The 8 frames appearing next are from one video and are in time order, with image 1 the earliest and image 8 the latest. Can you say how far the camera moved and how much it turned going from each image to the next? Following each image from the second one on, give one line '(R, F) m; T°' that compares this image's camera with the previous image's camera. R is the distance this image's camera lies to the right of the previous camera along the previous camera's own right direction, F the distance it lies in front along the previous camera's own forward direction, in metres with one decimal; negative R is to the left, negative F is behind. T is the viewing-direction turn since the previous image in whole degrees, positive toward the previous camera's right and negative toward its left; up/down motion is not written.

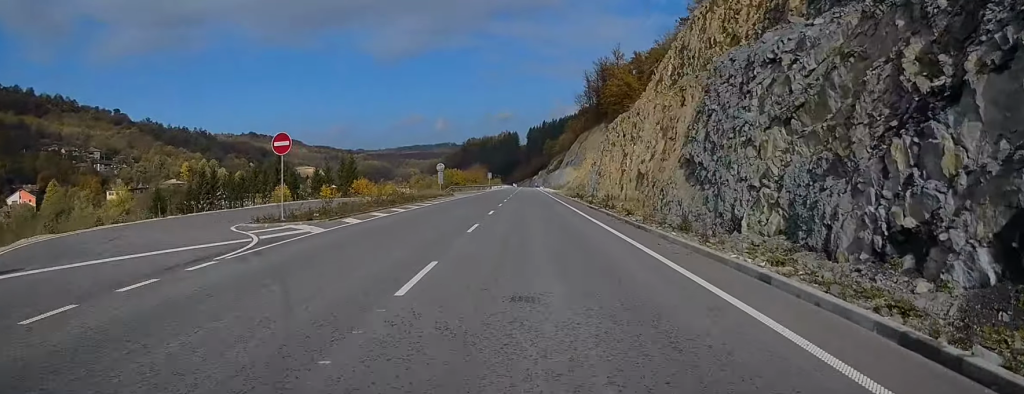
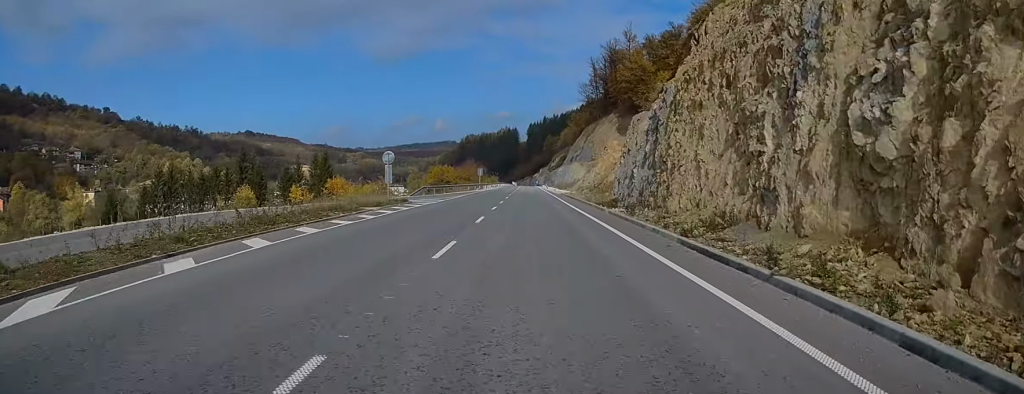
(+0.2, +23.2) m; 0°
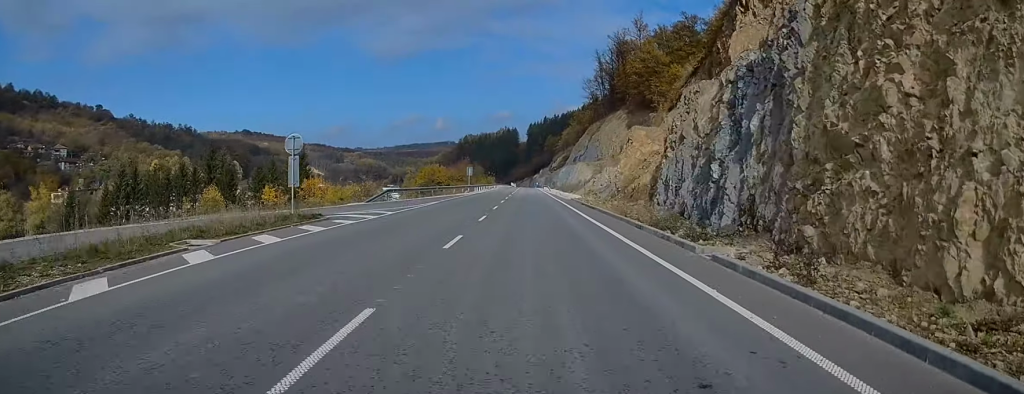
(-0.1, +15.9) m; 0°
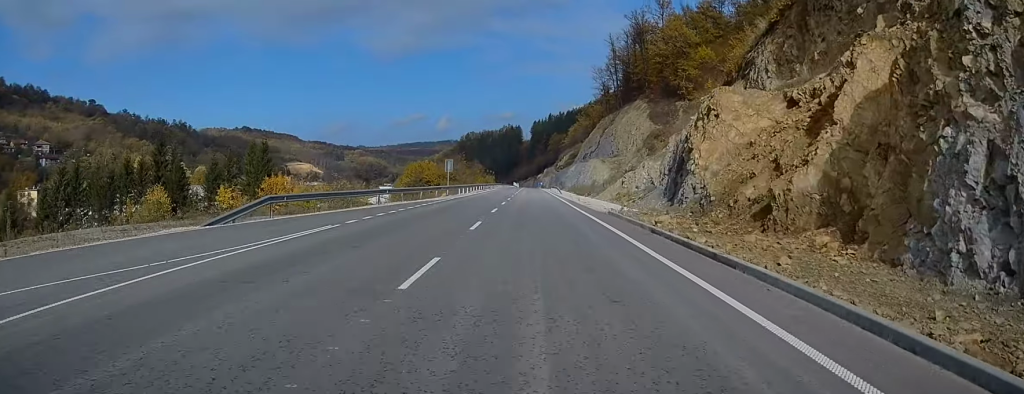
(-0.1, +23.0) m; 0°
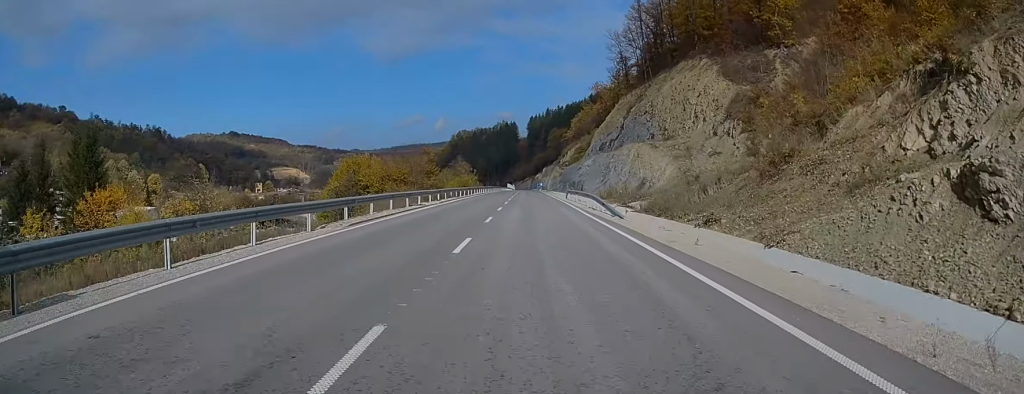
(+0.1, +48.8) m; +1°
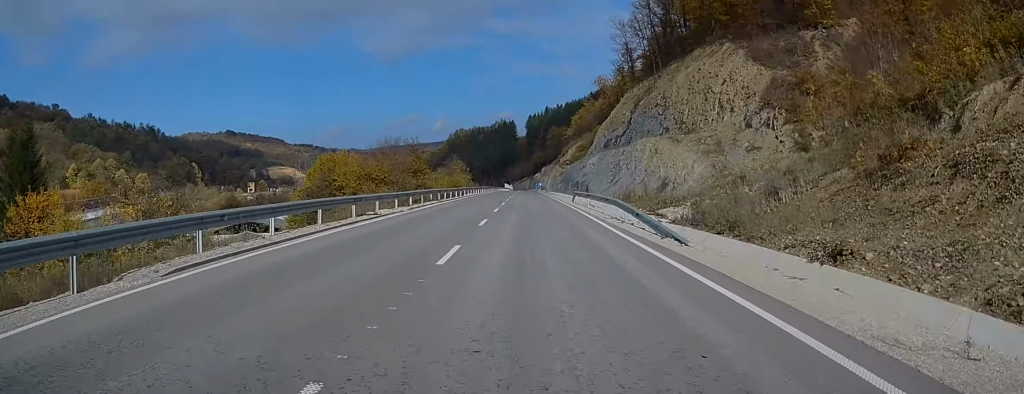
(+0.1, +11.1) m; 0°
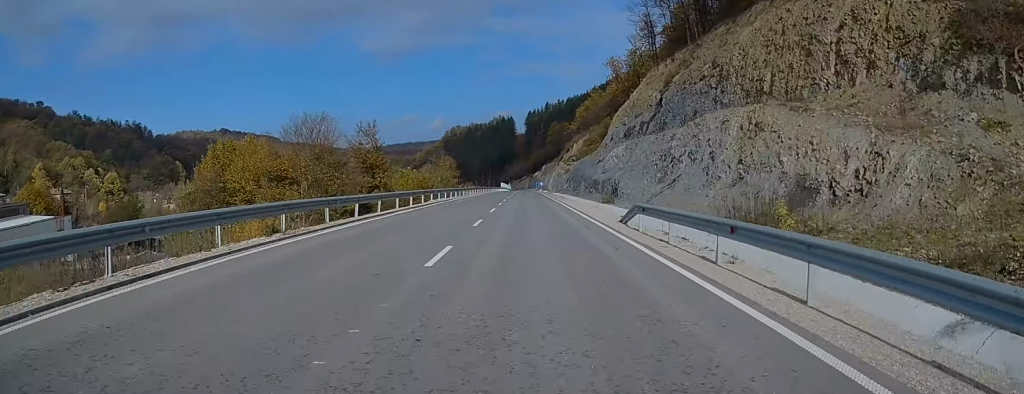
(0.0, +26.9) m; 0°
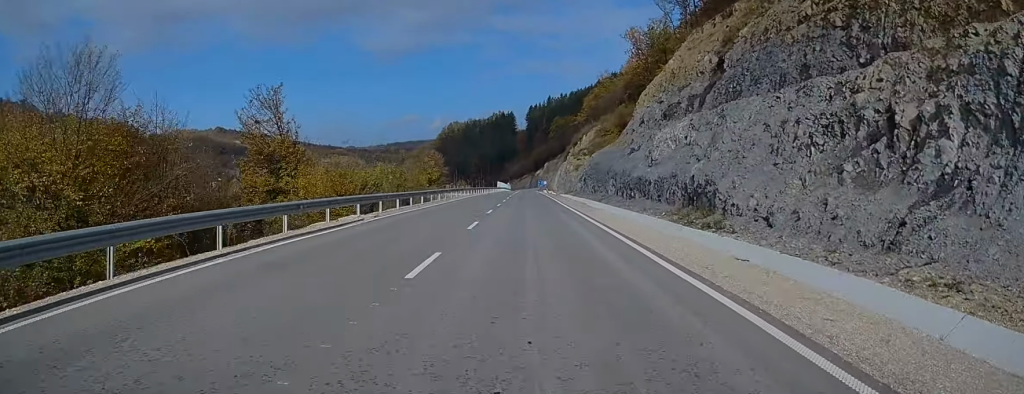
(-0.1, +28.1) m; 0°
